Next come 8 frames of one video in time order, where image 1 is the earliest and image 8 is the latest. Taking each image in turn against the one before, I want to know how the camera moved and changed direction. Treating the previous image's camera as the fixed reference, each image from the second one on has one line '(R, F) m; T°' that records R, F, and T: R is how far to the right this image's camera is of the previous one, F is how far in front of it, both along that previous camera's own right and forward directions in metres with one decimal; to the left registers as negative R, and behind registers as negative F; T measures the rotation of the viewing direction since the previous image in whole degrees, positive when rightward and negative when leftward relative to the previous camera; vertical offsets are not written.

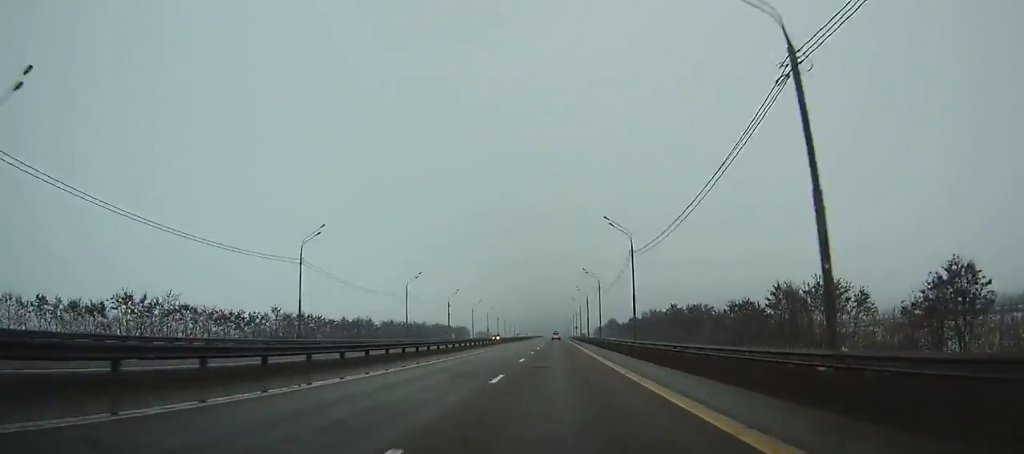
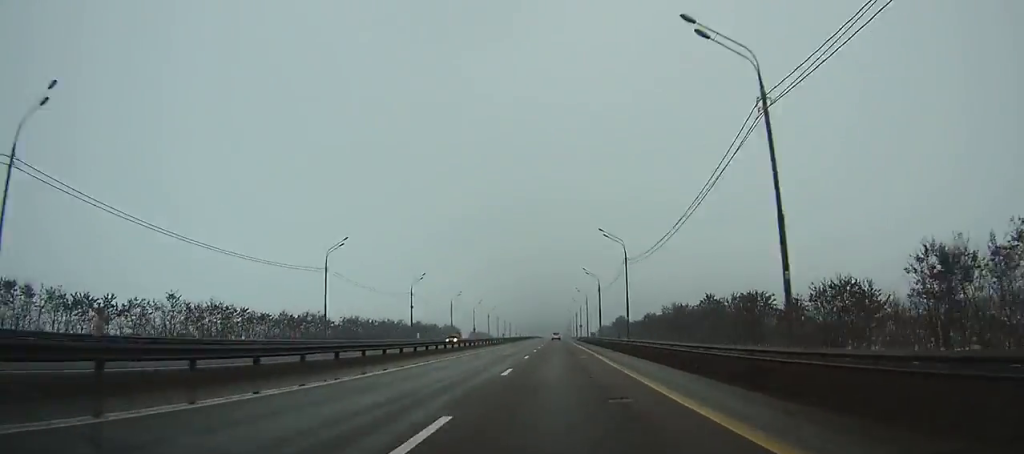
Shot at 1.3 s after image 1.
(0.0, +33.0) m; 0°
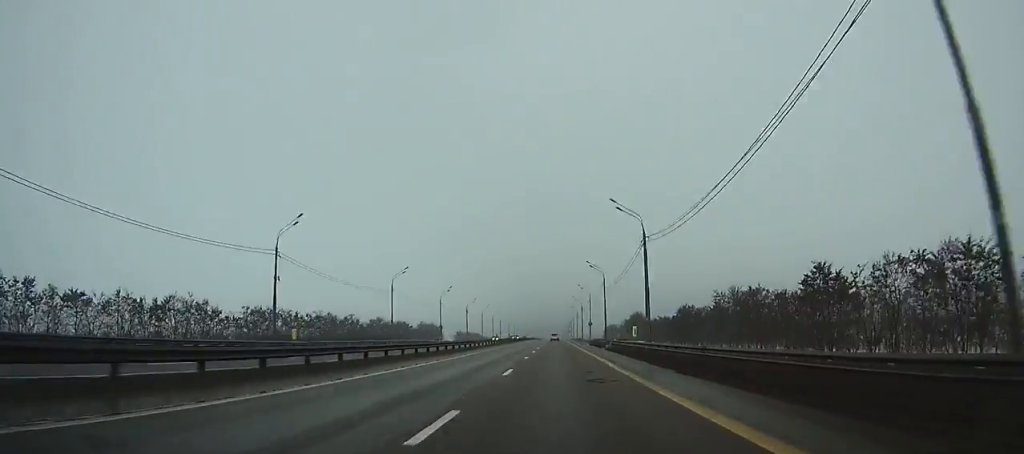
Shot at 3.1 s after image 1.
(0.0, +45.6) m; 0°
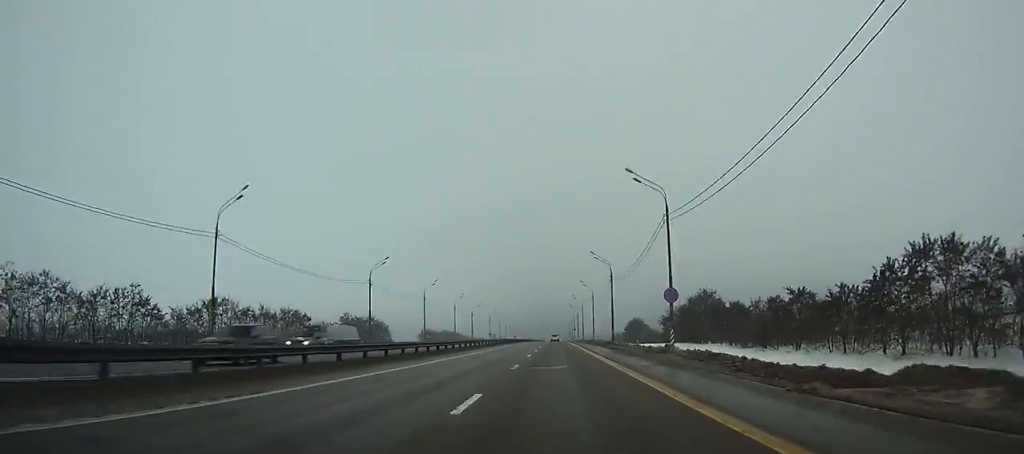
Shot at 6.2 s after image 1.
(+0.1, +78.1) m; 0°
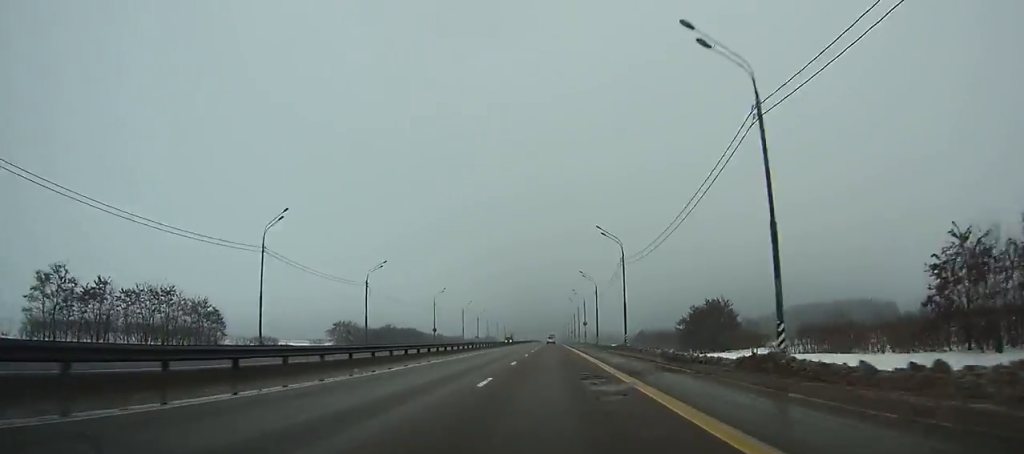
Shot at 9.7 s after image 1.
(+0.1, +88.2) m; 0°
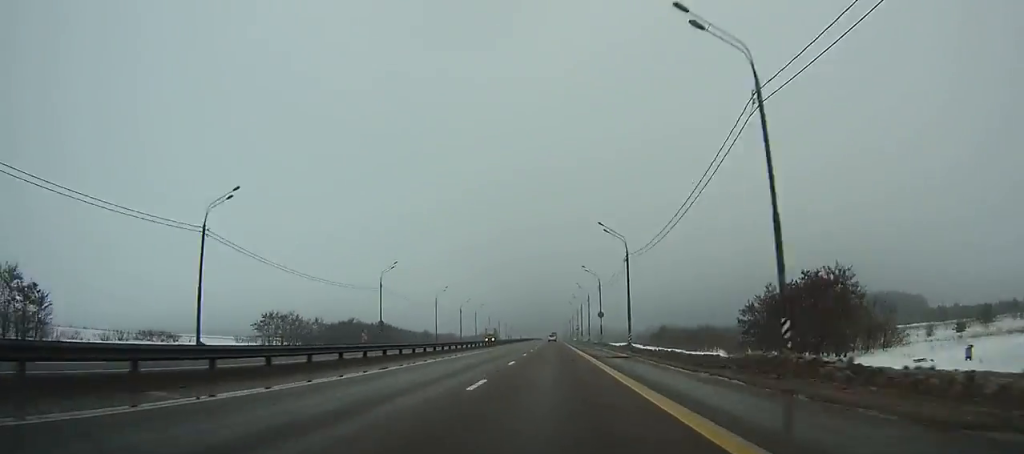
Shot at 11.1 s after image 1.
(0.0, +35.4) m; 0°
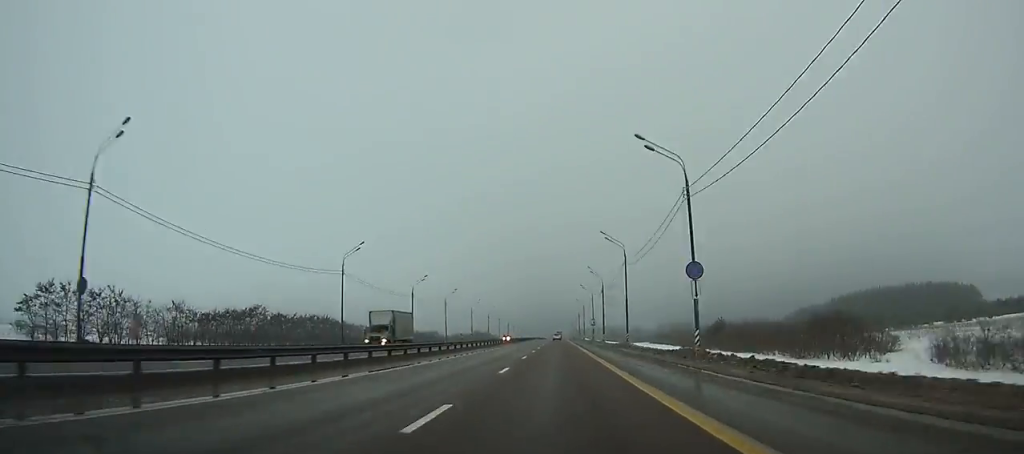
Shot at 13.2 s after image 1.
(0.0, +54.1) m; 0°
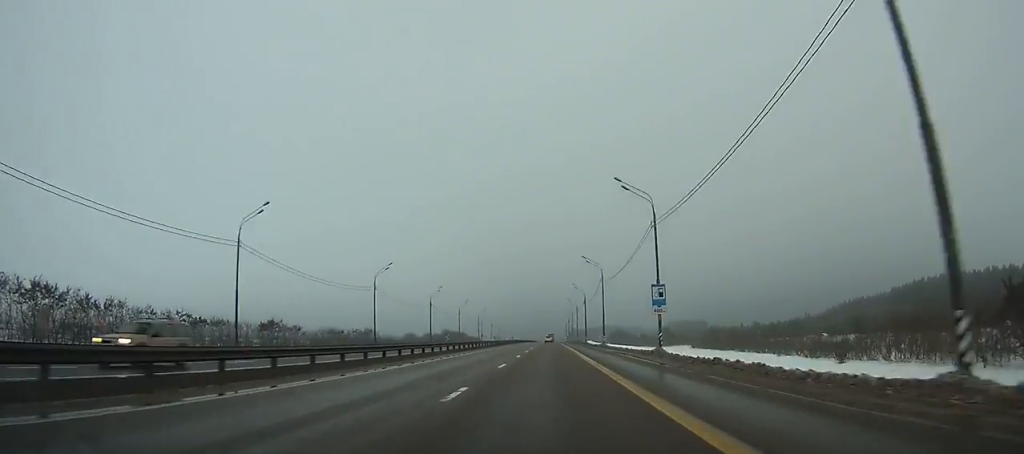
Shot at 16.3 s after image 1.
(0.0, +81.2) m; 0°
